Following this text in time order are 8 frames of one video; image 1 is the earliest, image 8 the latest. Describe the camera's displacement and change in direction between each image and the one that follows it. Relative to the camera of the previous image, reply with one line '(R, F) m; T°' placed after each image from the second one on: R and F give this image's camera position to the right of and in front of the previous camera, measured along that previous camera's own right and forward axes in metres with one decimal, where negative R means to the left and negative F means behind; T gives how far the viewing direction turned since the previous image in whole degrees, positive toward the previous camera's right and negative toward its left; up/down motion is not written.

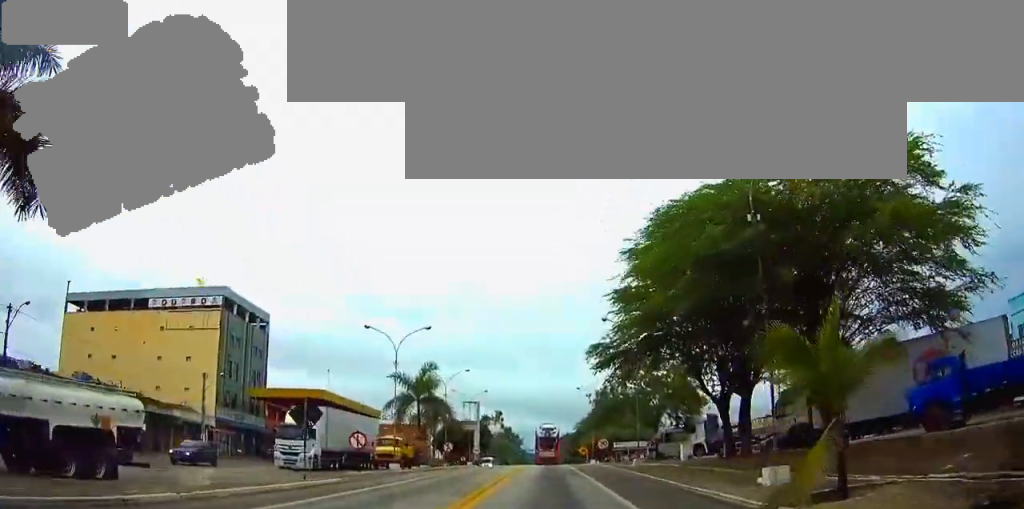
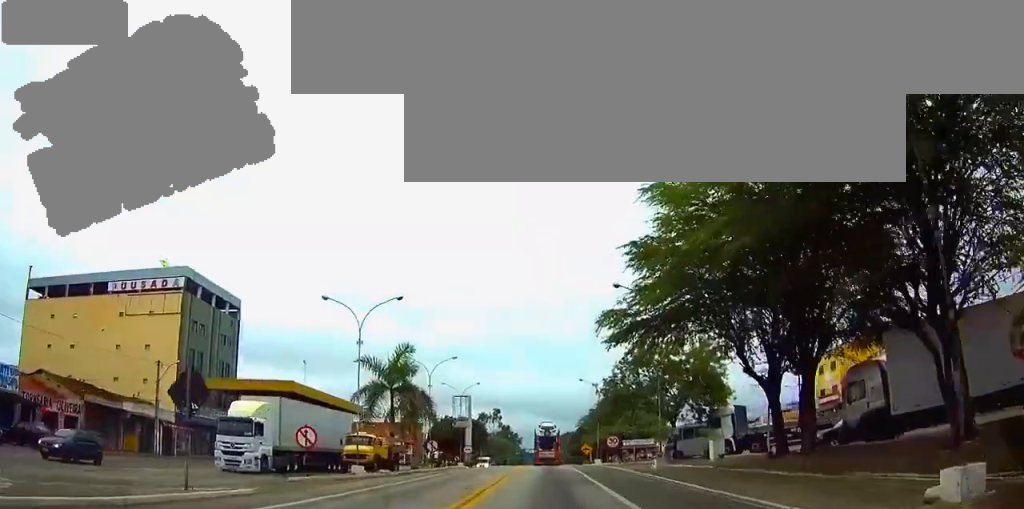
(0.0, +8.1) m; 0°
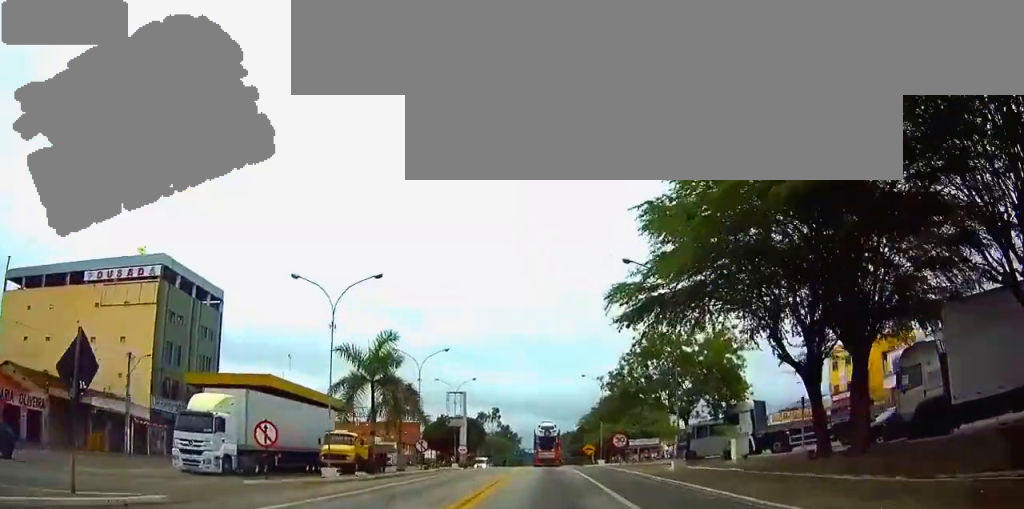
(0.0, +4.4) m; 0°
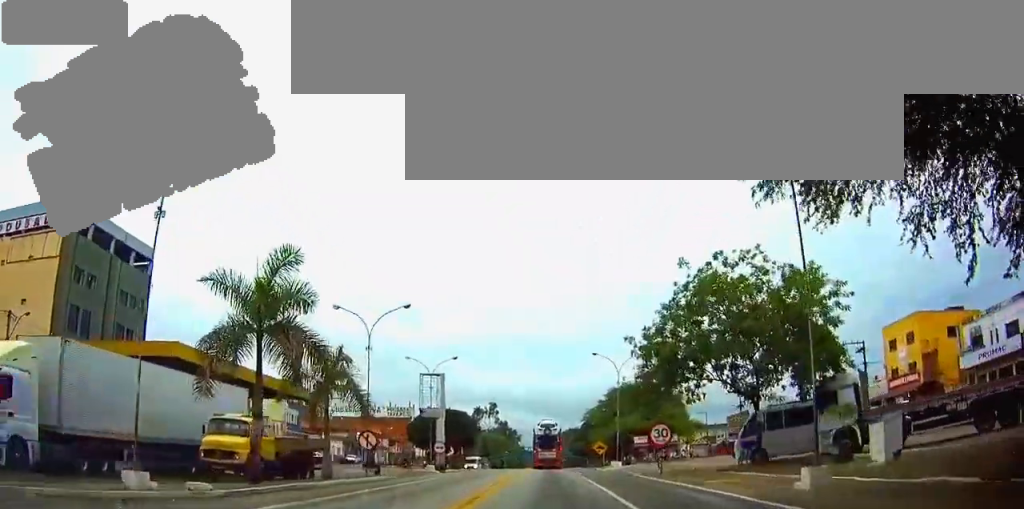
(+0.1, +14.5) m; 0°
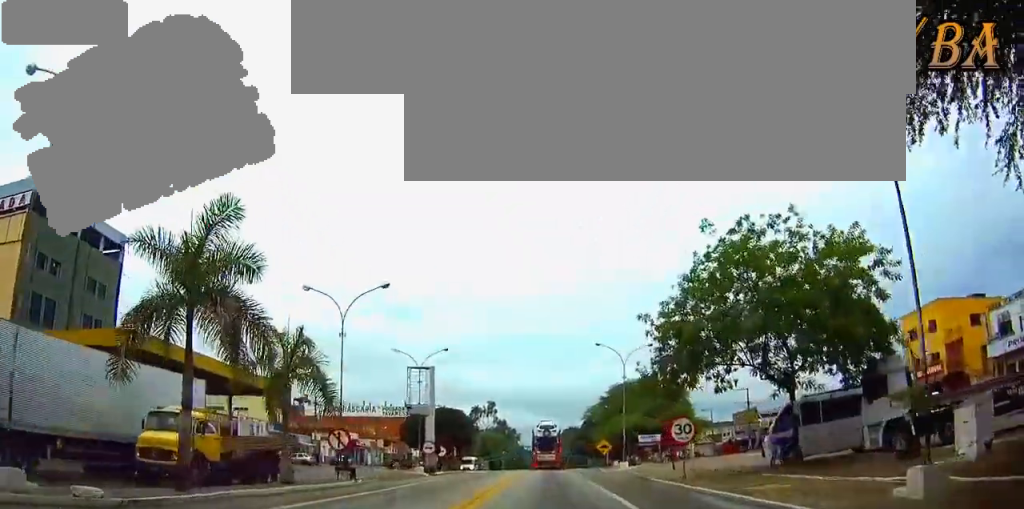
(0.0, +4.4) m; 0°
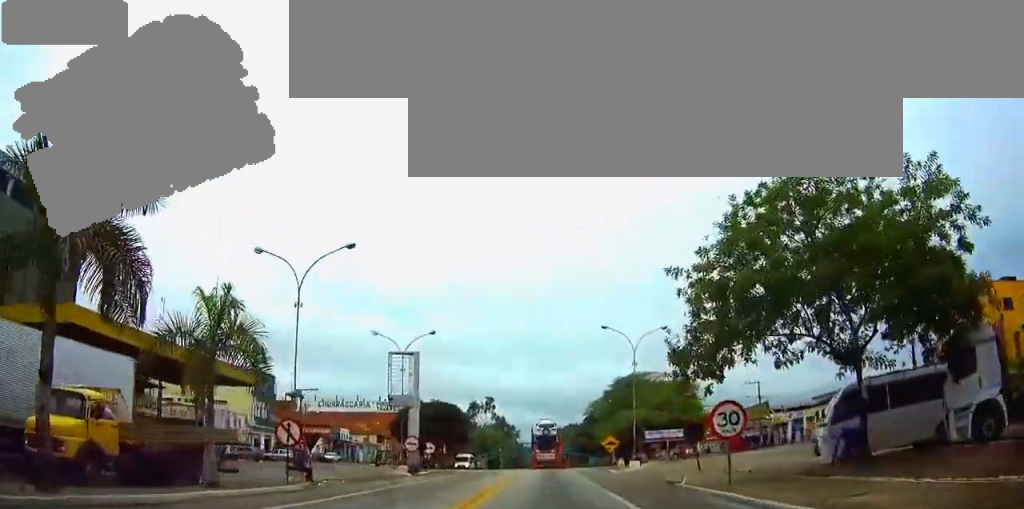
(0.0, +5.8) m; 0°
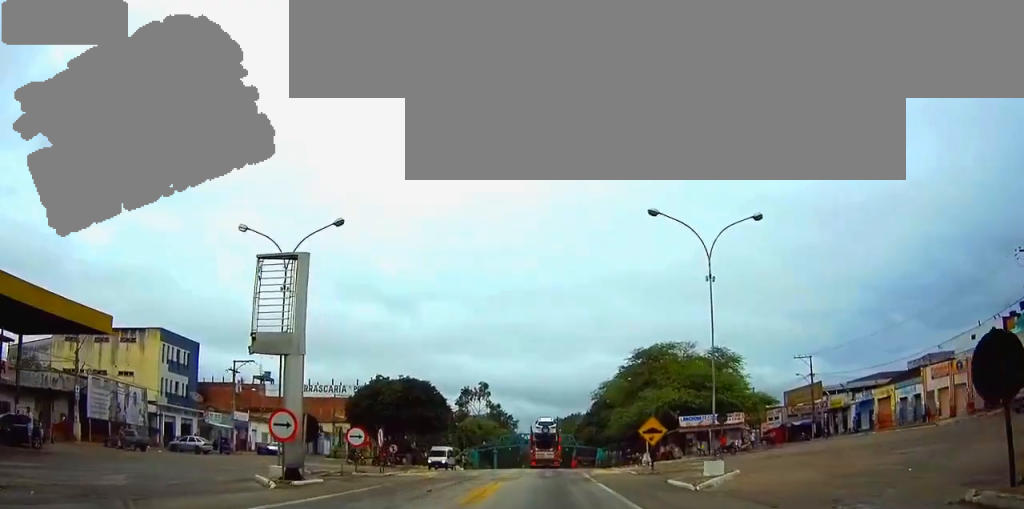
(-0.2, +20.5) m; 0°
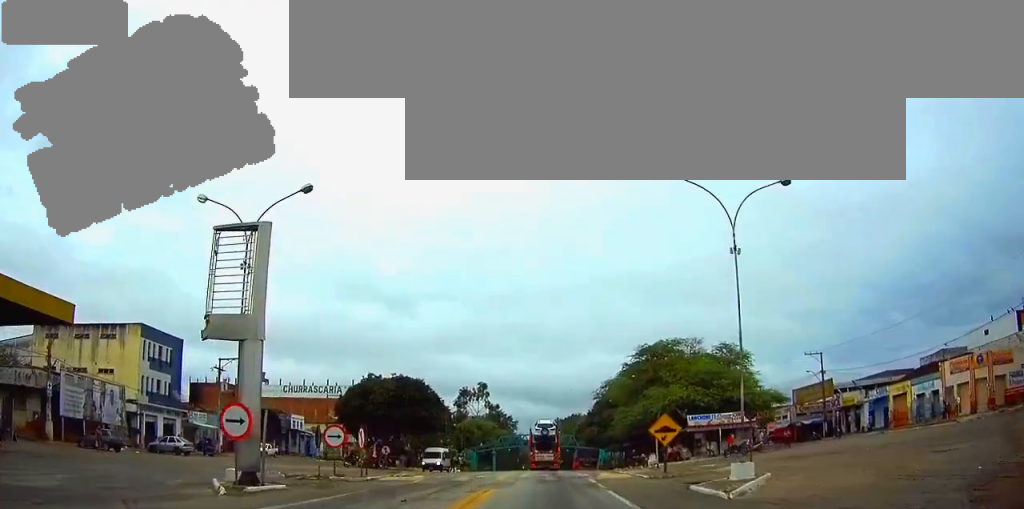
(0.0, +3.4) m; 0°
